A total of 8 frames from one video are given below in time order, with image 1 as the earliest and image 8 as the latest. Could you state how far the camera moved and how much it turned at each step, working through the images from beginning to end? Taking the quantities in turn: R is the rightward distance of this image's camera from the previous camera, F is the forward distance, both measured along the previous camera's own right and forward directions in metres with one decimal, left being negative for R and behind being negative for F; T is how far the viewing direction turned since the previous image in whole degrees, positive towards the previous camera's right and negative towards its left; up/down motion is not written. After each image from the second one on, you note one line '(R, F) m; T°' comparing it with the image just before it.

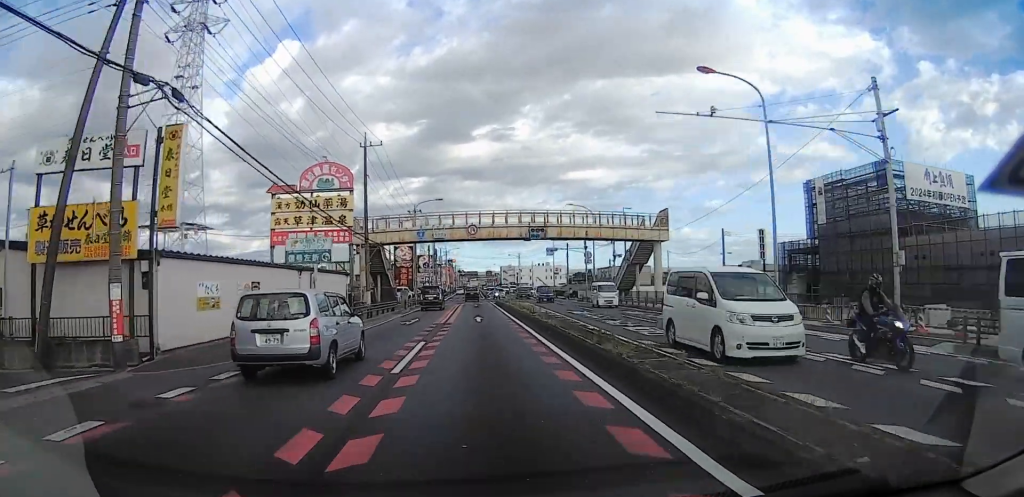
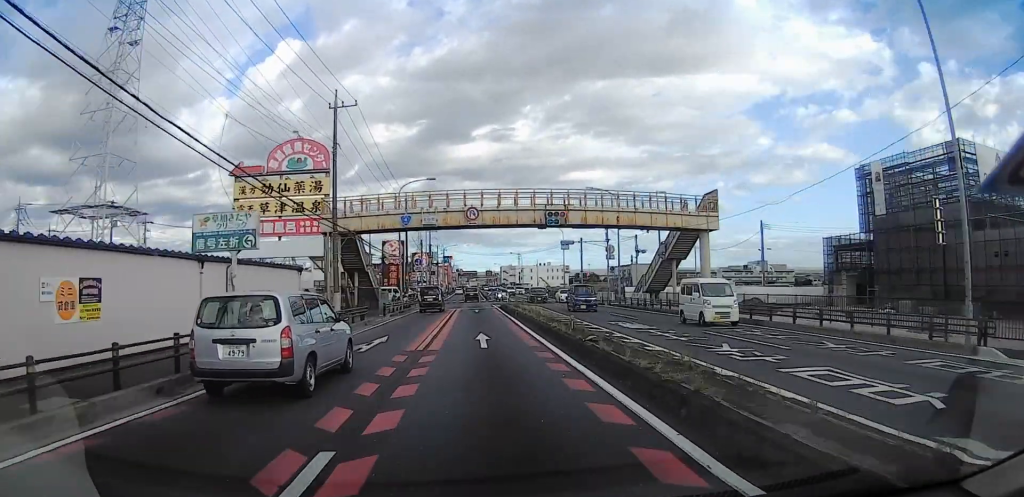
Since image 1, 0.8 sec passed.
(-0.1, +9.2) m; +1°
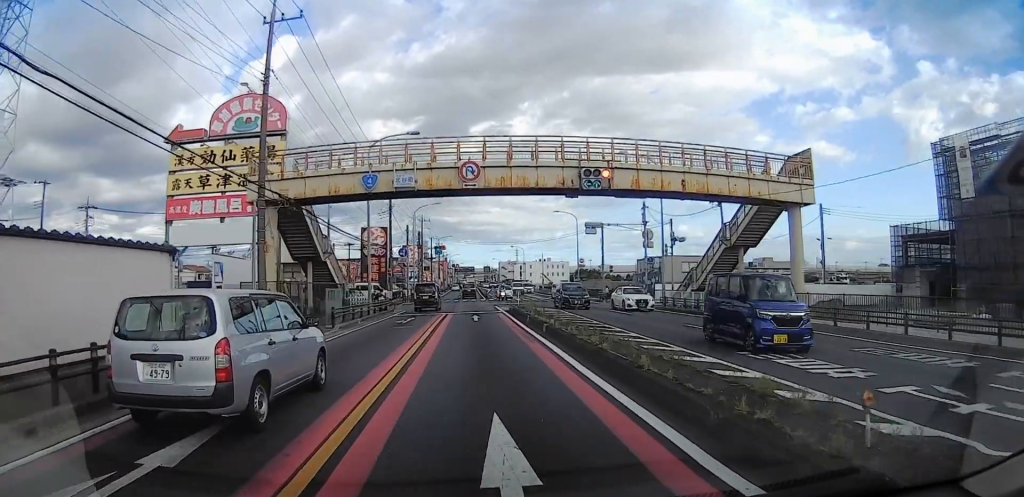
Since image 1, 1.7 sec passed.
(+0.5, +11.3) m; -1°
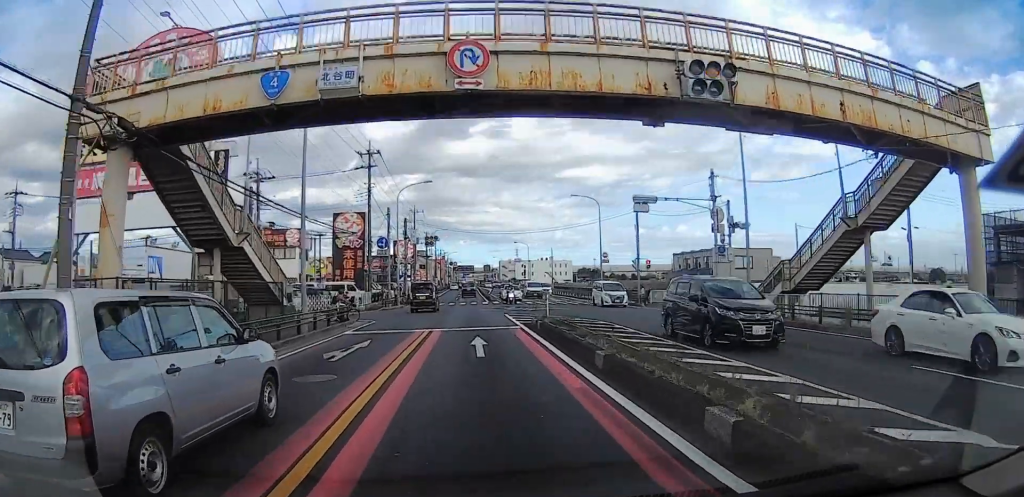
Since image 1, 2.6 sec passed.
(-0.7, +11.7) m; -1°
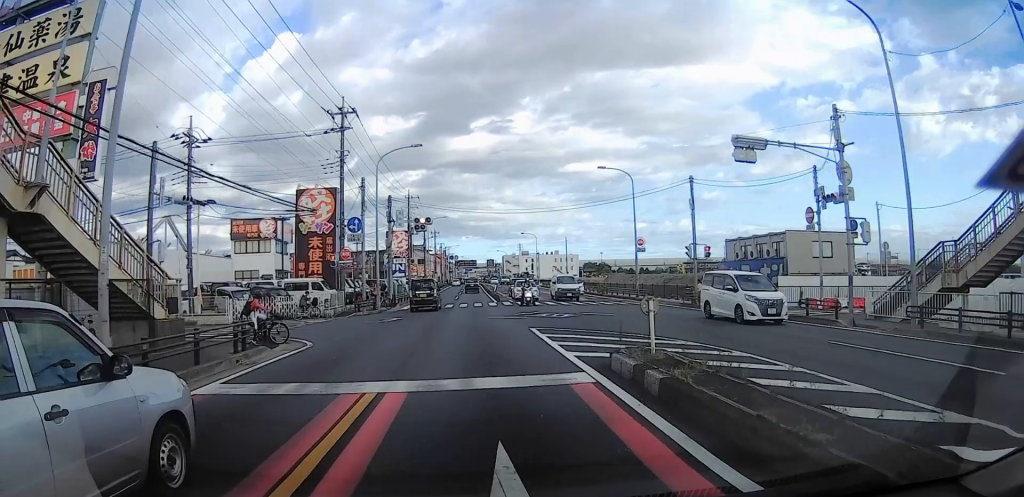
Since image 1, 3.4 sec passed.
(+0.2, +10.8) m; +2°
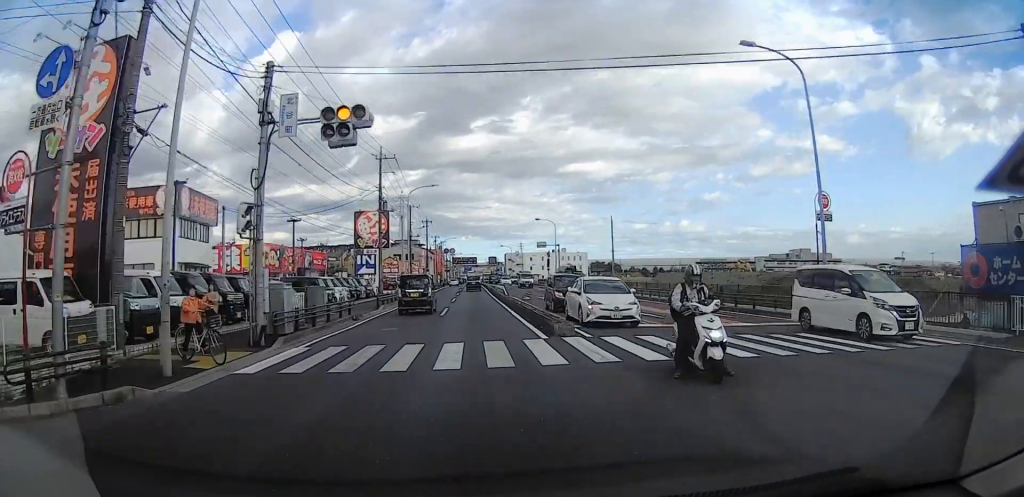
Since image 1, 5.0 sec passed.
(+0.8, +24.9) m; 0°
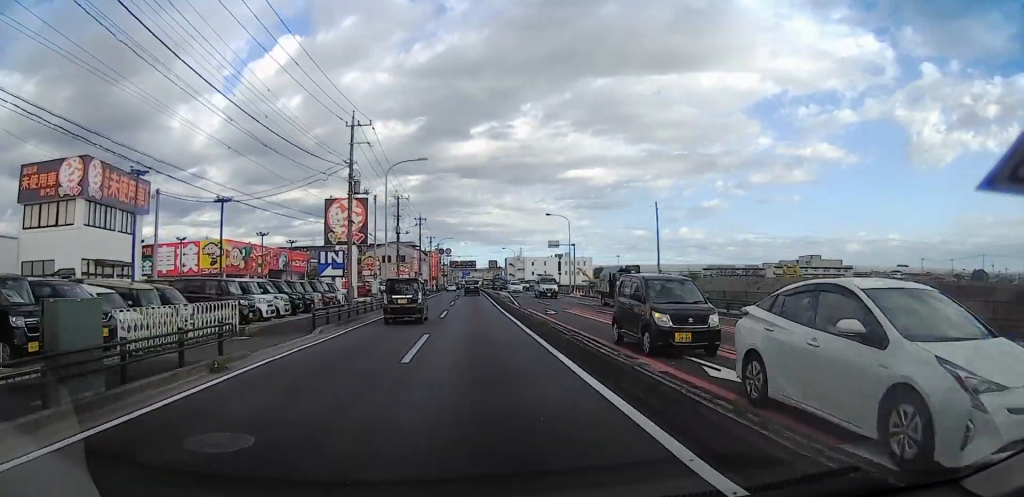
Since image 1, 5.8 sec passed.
(-0.5, +14.0) m; -2°
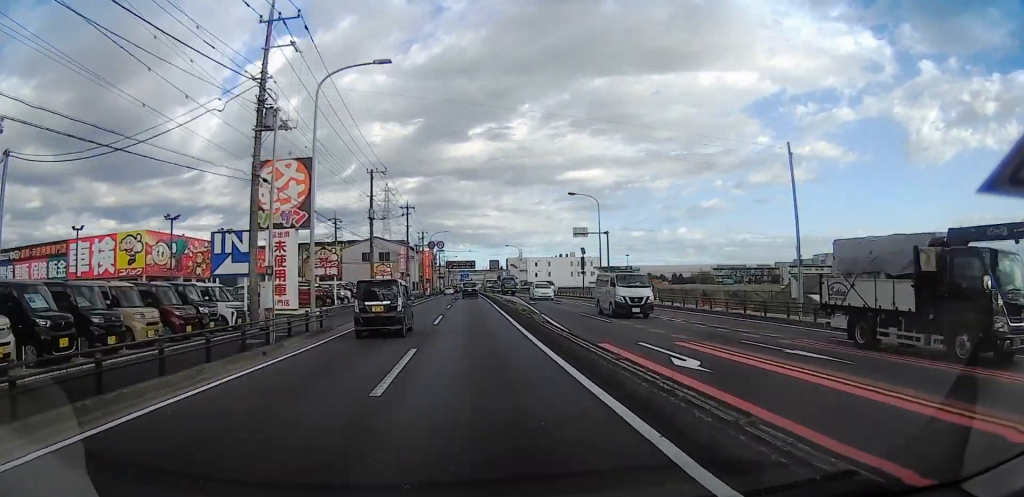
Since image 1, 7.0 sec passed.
(-0.2, +19.6) m; 0°
